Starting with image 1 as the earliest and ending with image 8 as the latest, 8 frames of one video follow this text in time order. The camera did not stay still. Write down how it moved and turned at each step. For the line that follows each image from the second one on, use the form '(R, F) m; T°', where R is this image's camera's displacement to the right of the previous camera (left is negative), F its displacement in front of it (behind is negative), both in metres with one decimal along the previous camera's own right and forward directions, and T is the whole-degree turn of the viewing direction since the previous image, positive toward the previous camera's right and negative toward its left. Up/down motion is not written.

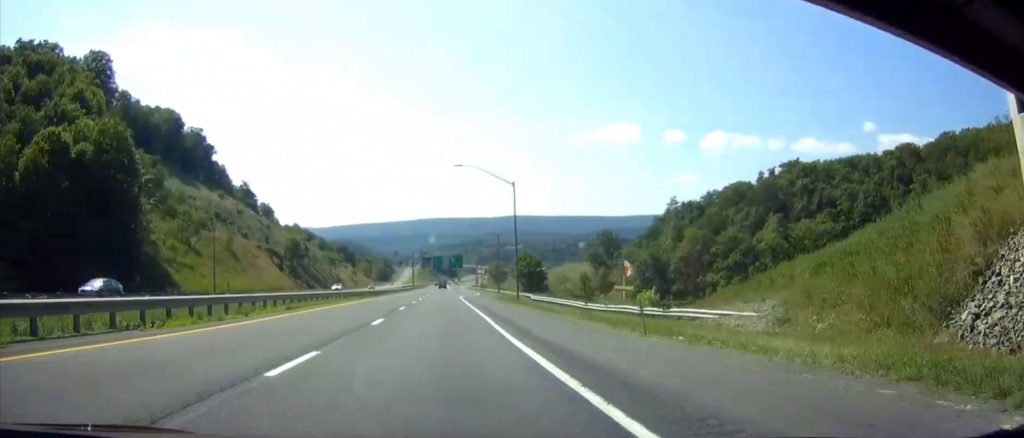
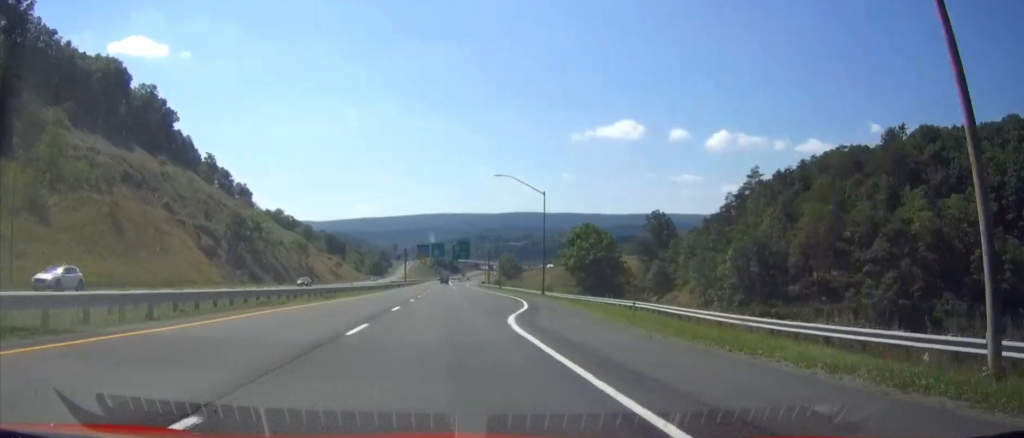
(-0.3, +57.0) m; -1°
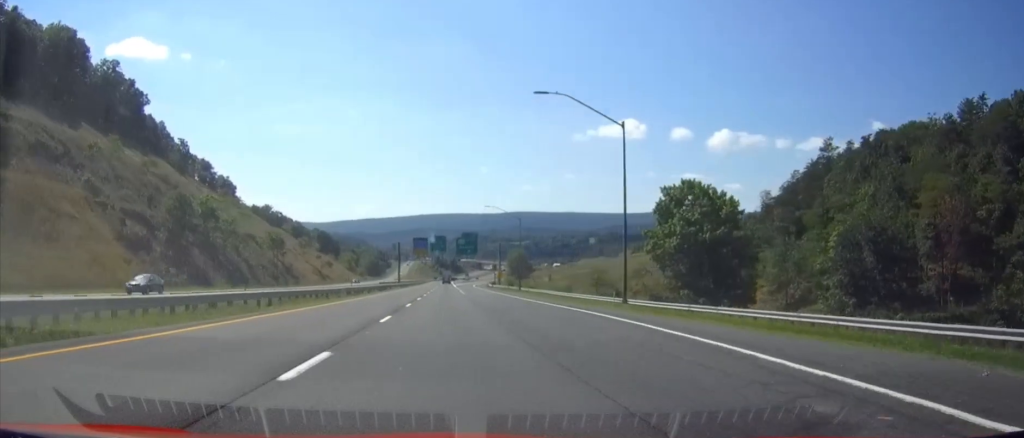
(-0.2, +33.0) m; 0°
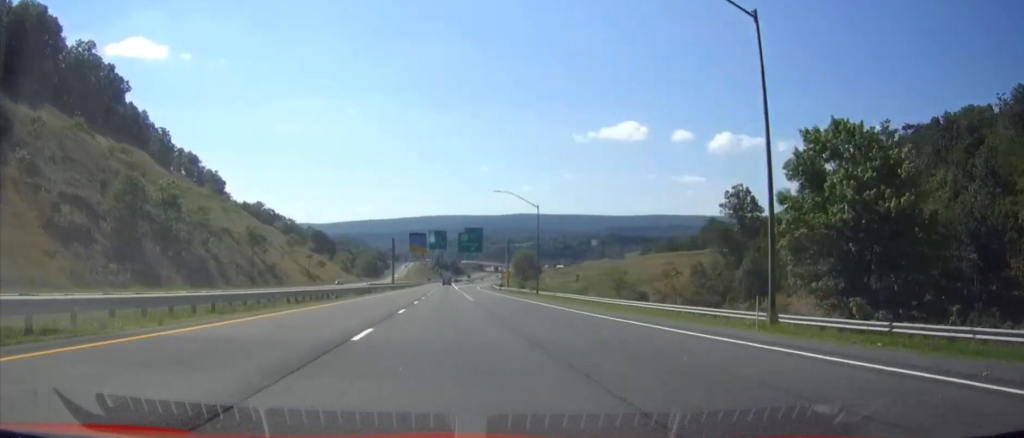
(0.0, +19.3) m; 0°
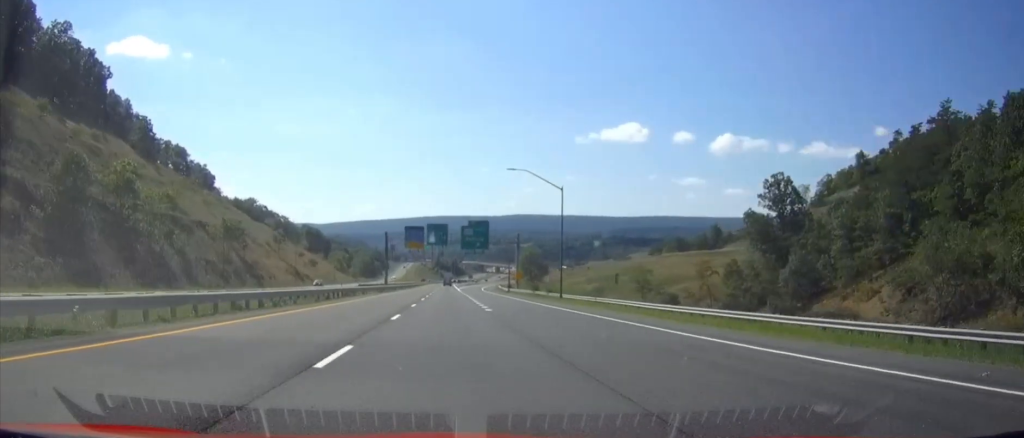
(0.0, +17.0) m; 0°
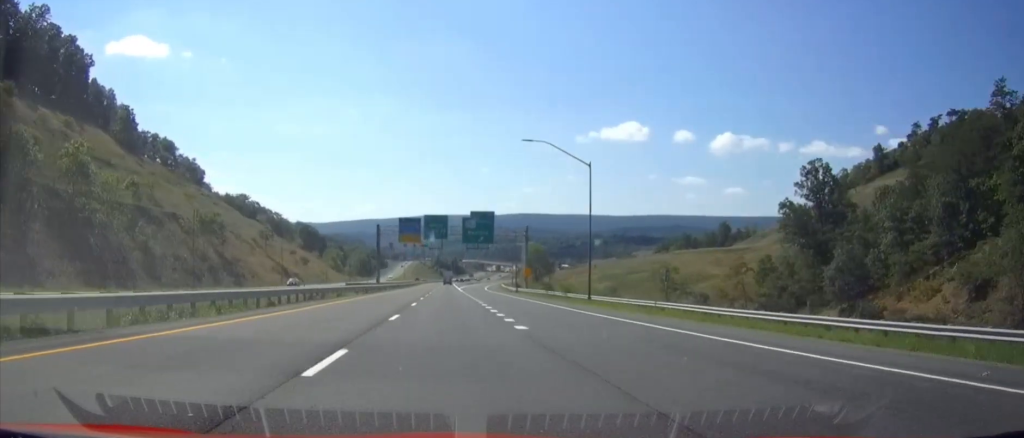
(0.0, +13.6) m; 0°
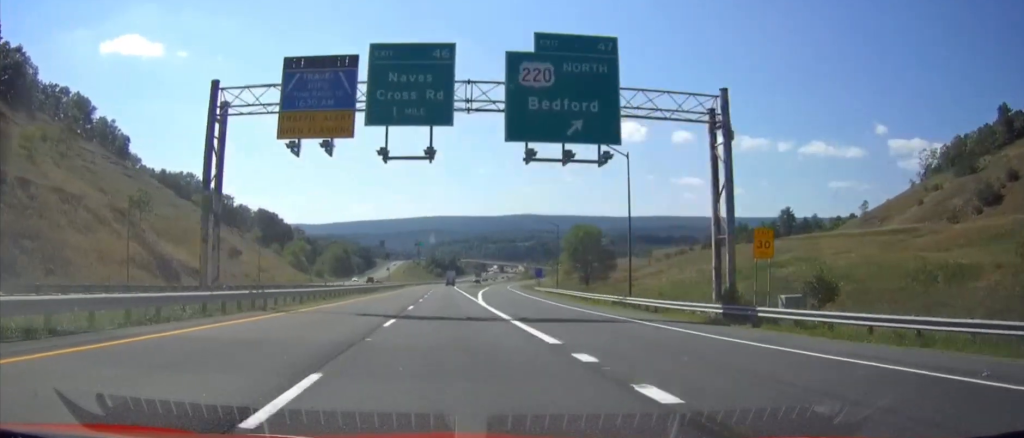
(+0.2, +76.4) m; 0°
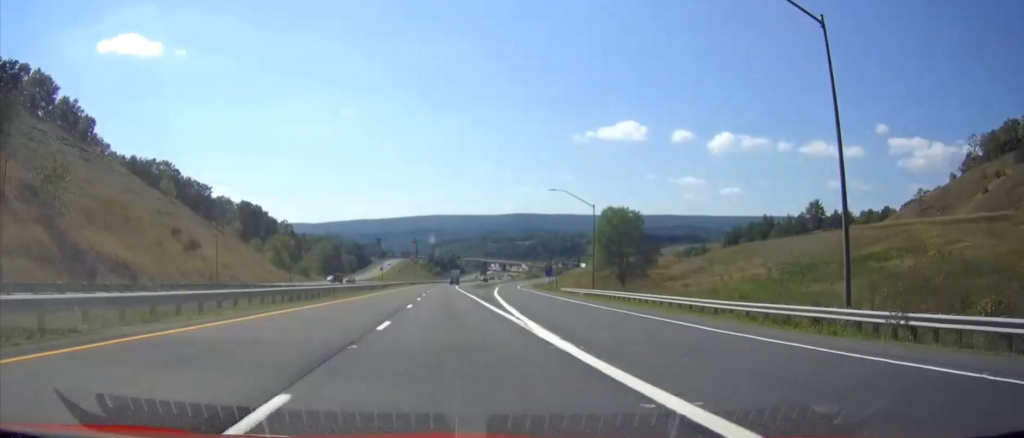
(0.0, +26.7) m; 0°
